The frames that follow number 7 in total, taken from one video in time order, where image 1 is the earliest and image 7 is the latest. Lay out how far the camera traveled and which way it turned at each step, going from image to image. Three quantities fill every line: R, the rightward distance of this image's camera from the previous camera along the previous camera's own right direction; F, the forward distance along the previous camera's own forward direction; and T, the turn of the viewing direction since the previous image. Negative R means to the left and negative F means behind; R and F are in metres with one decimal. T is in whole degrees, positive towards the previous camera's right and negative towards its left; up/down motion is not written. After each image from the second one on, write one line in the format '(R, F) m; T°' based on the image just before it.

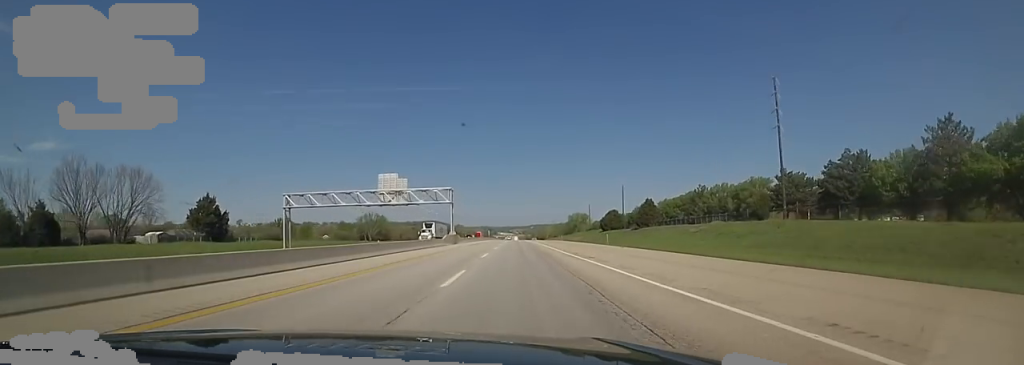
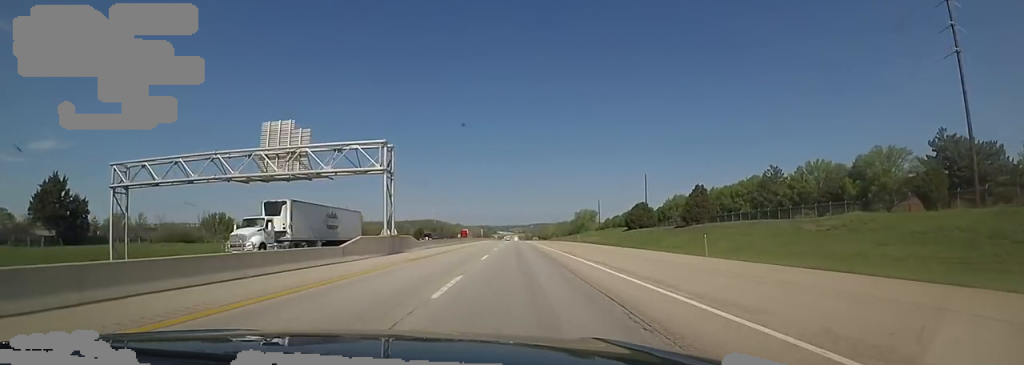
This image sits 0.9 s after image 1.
(-0.4, +32.4) m; -1°
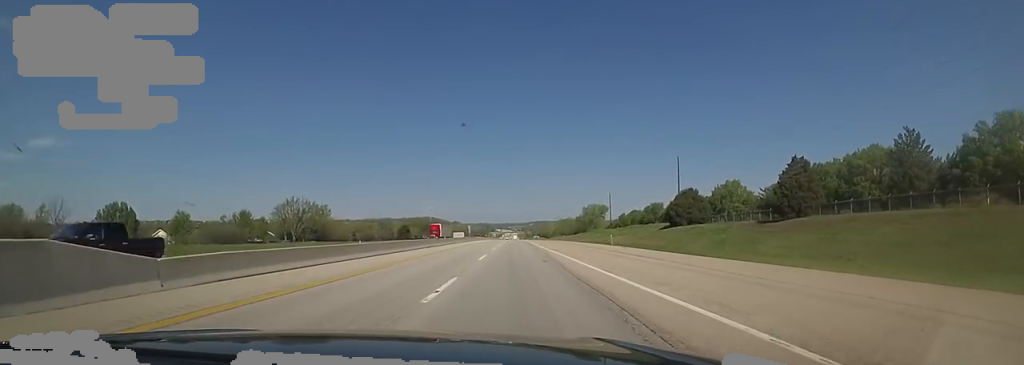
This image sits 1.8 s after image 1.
(-0.5, +31.2) m; -1°
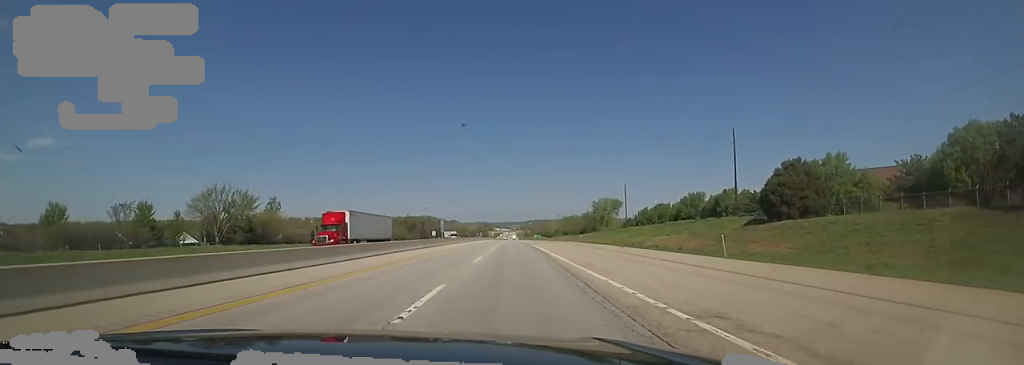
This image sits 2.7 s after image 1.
(0.0, +32.5) m; 0°
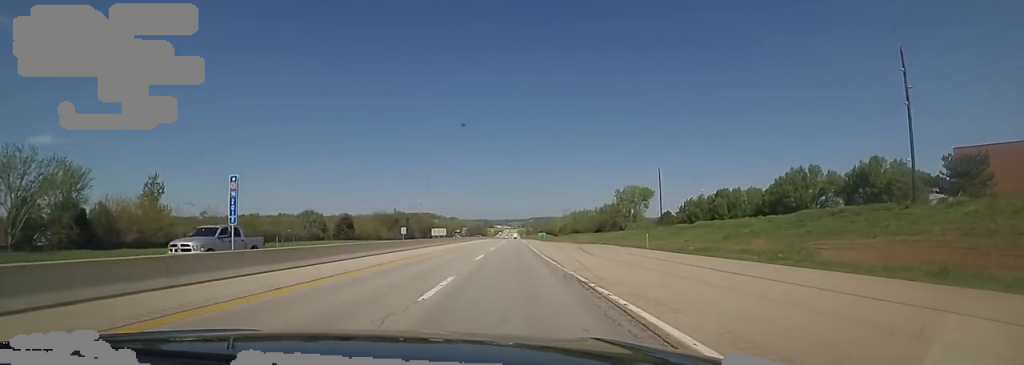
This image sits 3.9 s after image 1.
(0.0, +43.6) m; +1°
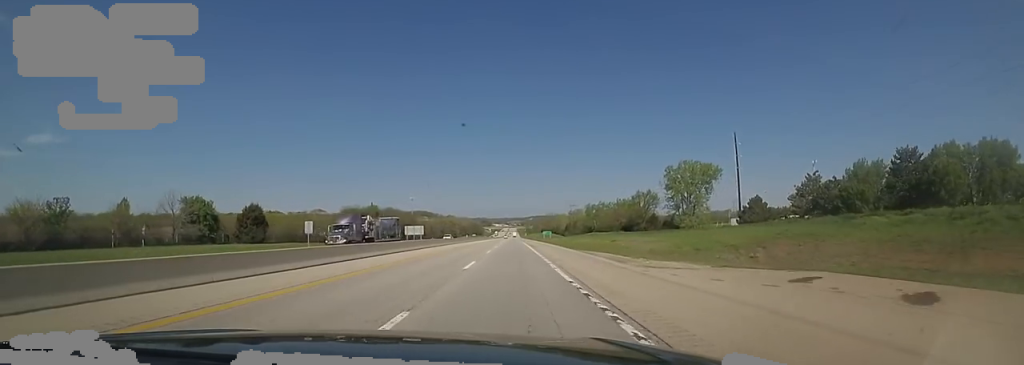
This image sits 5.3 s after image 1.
(+1.1, +52.6) m; +1°
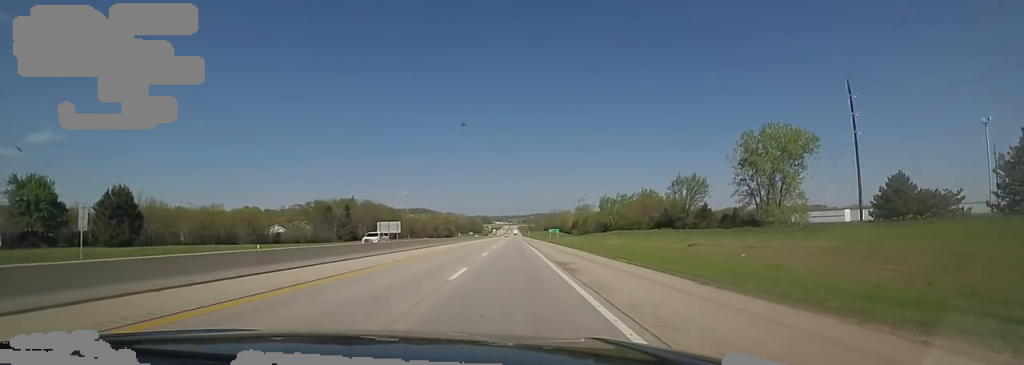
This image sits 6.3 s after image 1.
(-0.9, +35.3) m; -1°
